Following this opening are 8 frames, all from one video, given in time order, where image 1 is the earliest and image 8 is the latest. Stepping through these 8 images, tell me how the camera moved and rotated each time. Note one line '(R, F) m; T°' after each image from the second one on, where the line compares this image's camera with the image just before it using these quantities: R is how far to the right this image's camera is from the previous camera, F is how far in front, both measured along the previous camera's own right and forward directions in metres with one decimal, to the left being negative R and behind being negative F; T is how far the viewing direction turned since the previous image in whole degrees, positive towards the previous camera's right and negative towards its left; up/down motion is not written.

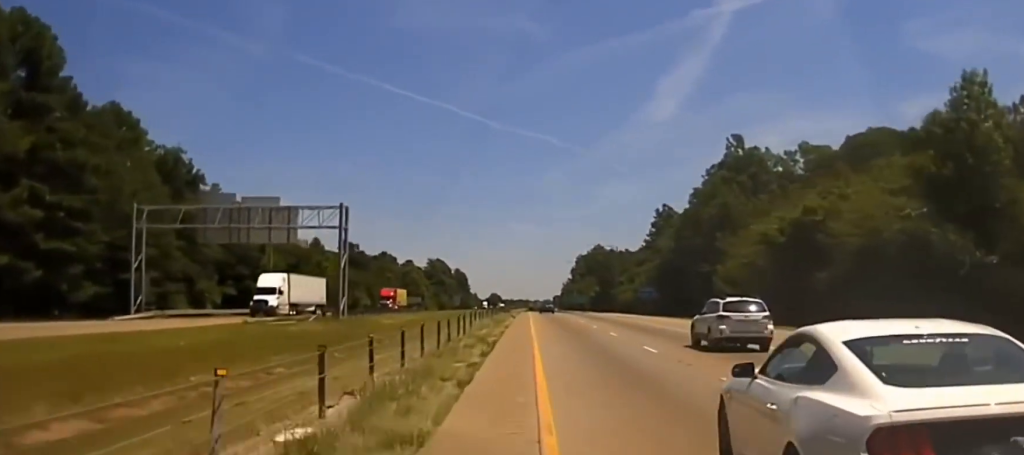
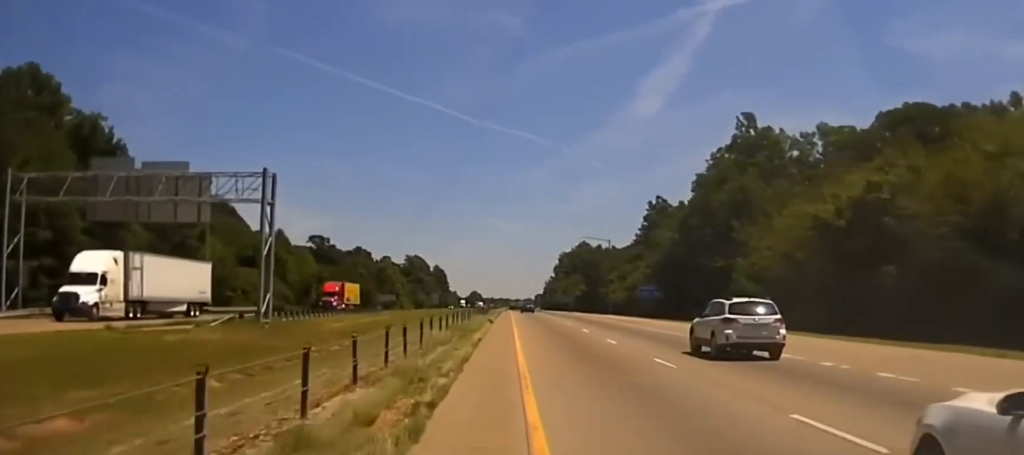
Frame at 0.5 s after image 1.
(+0.1, +14.9) m; 0°
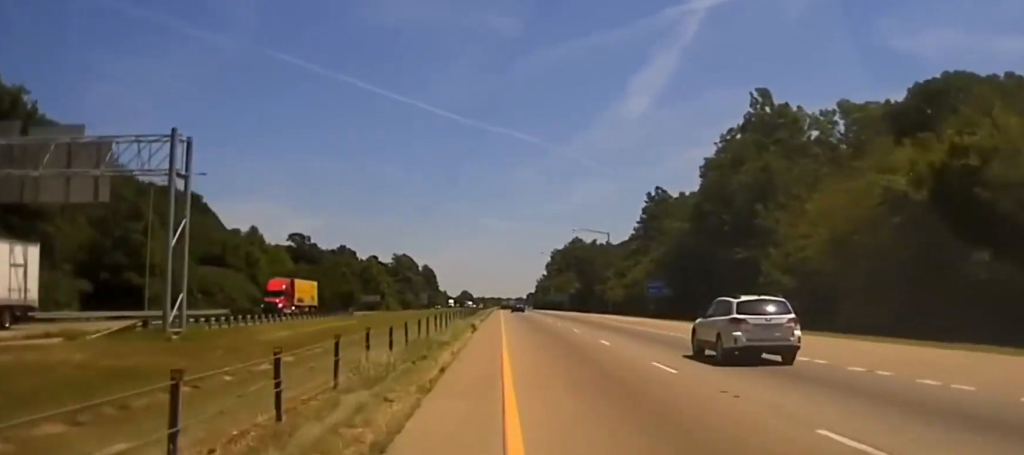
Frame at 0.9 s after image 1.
(+0.1, +10.6) m; 0°
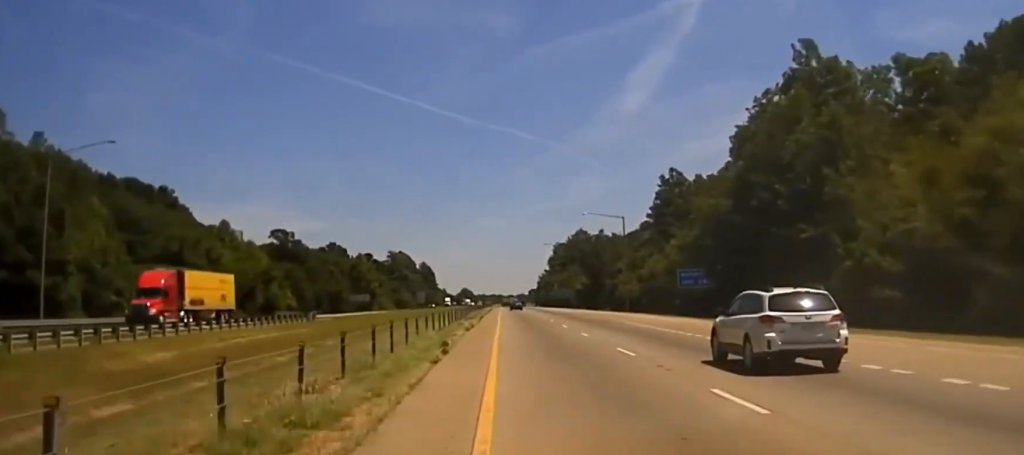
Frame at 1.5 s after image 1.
(0.0, +15.0) m; 0°
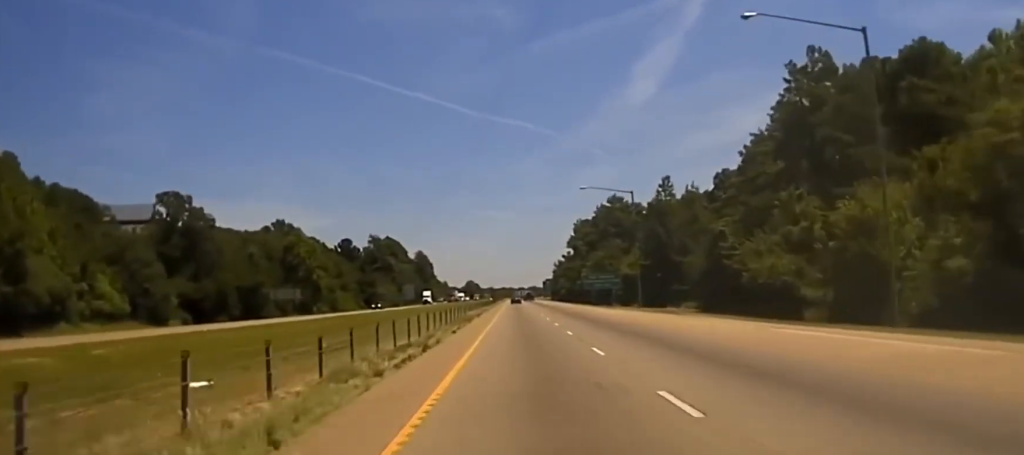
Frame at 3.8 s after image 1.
(-0.1, +76.3) m; 0°
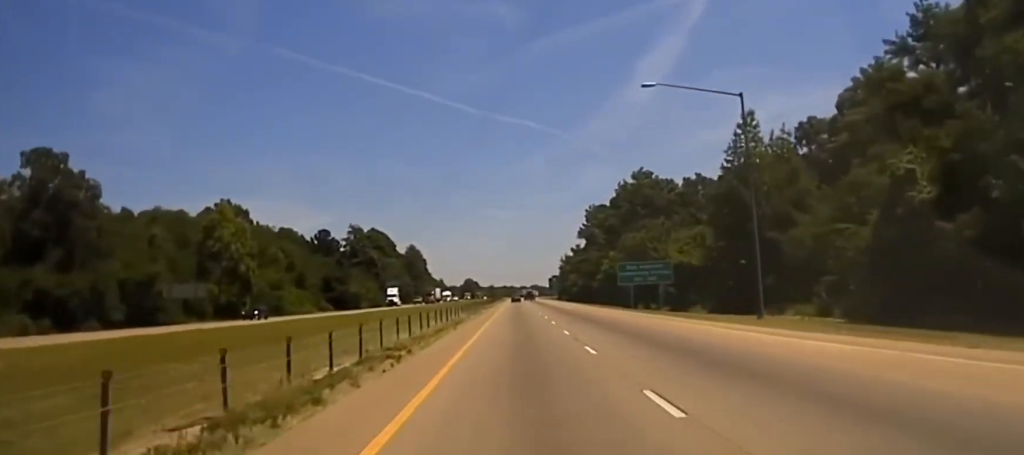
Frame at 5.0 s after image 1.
(-0.3, +54.7) m; -1°
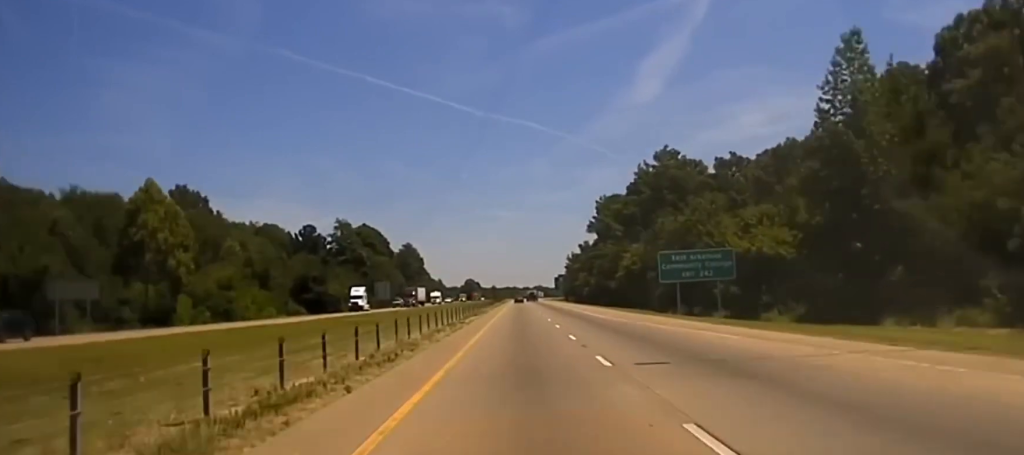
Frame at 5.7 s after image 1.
(-0.2, +37.1) m; 0°
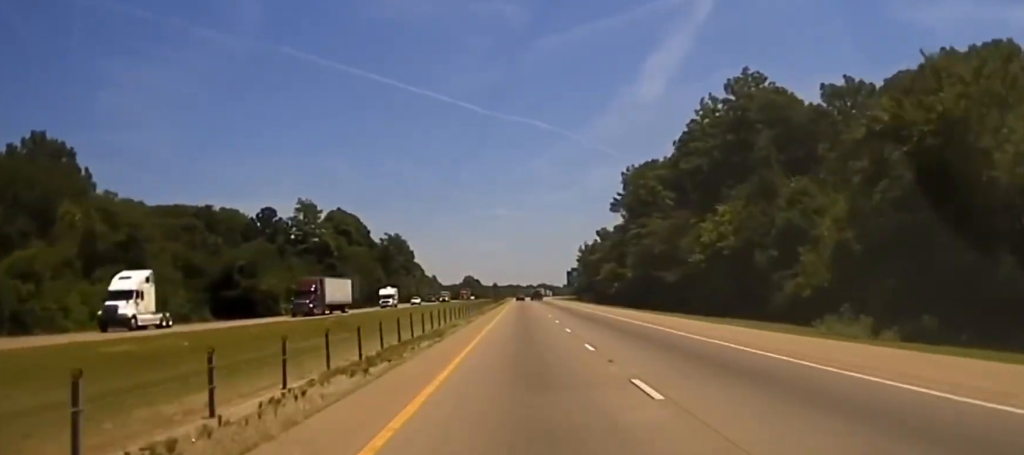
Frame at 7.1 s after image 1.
(+0.1, +61.9) m; 0°
